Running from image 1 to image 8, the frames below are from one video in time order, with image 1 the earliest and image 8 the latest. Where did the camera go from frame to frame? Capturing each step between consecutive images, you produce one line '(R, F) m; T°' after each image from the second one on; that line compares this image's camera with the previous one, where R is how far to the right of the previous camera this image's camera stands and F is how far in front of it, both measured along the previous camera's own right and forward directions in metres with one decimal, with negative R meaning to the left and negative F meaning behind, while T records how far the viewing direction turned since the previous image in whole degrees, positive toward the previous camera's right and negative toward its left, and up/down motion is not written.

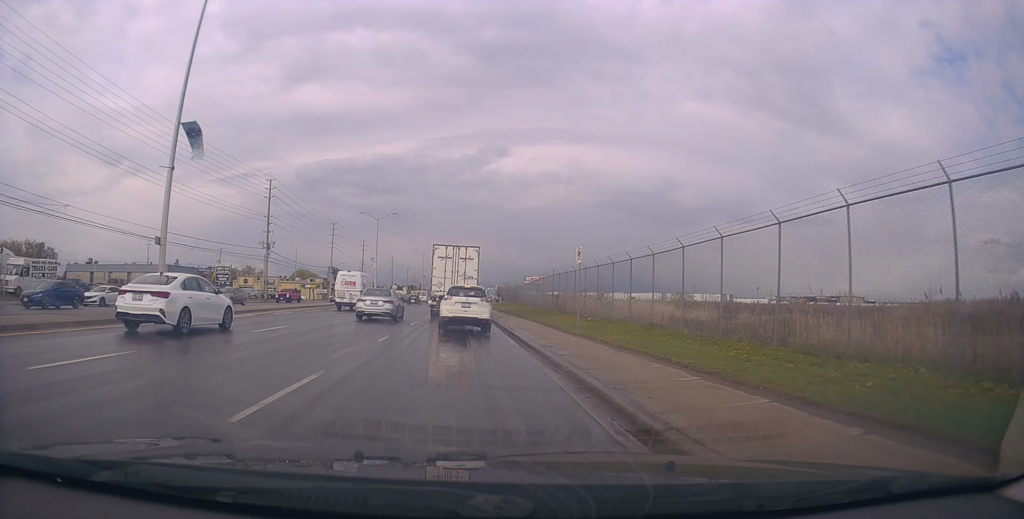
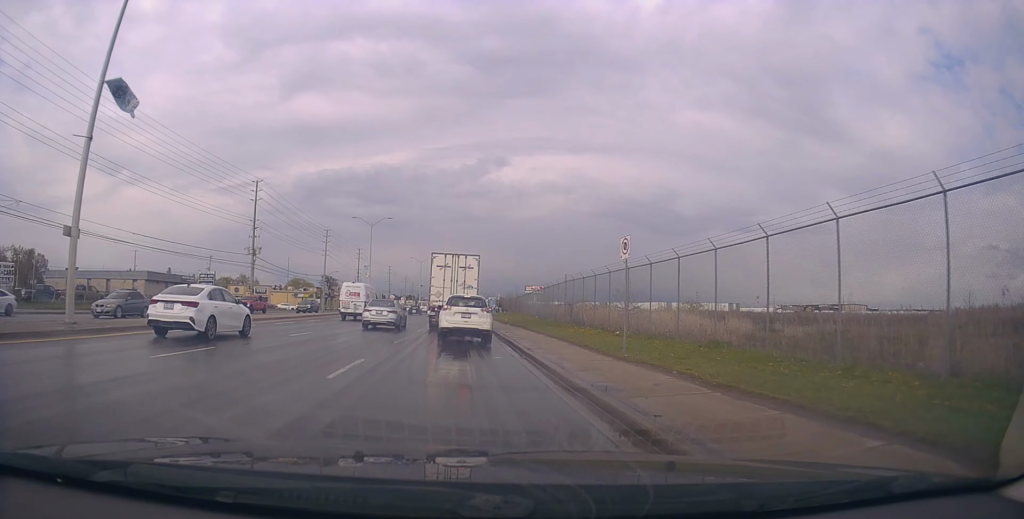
(0.0, +5.6) m; -1°
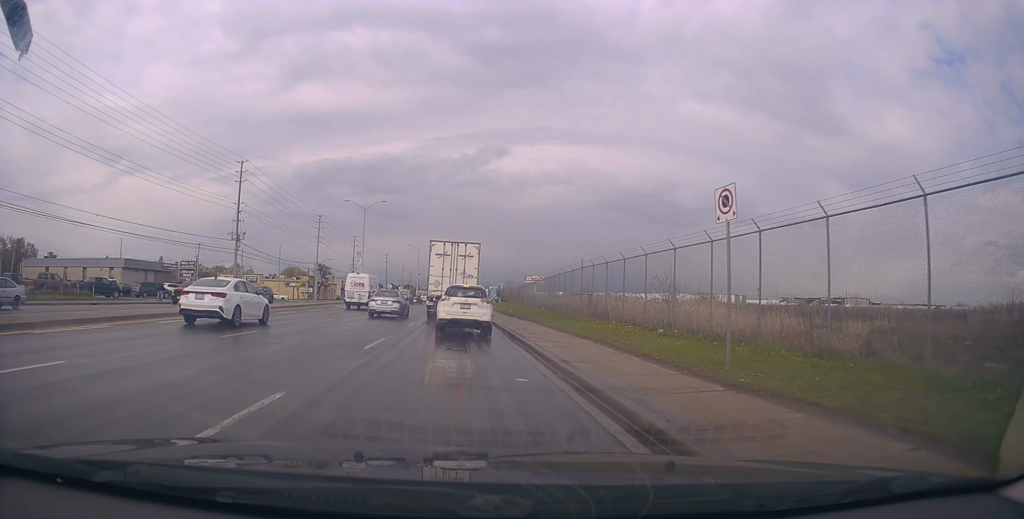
(-0.2, +5.3) m; 0°
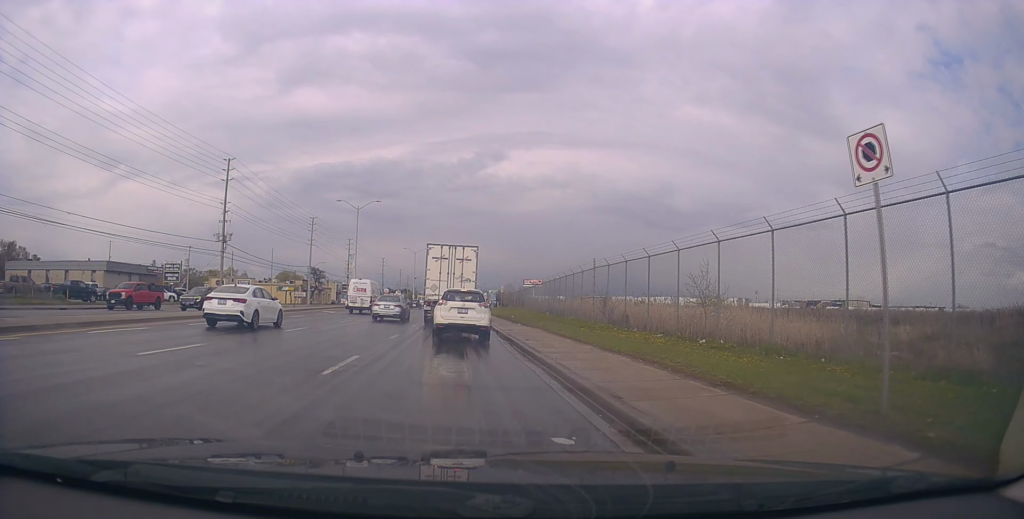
(0.0, +3.8) m; +1°
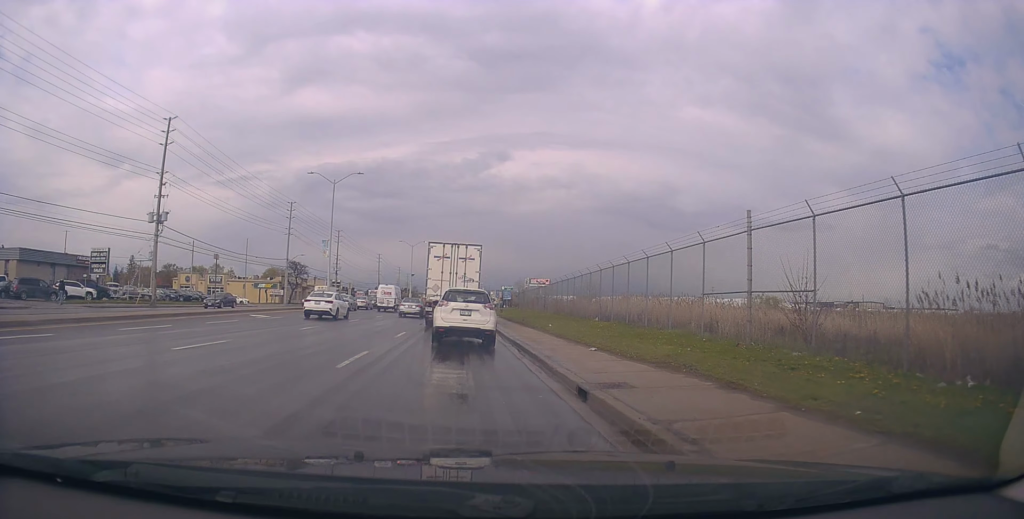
(+0.8, +16.9) m; +3°
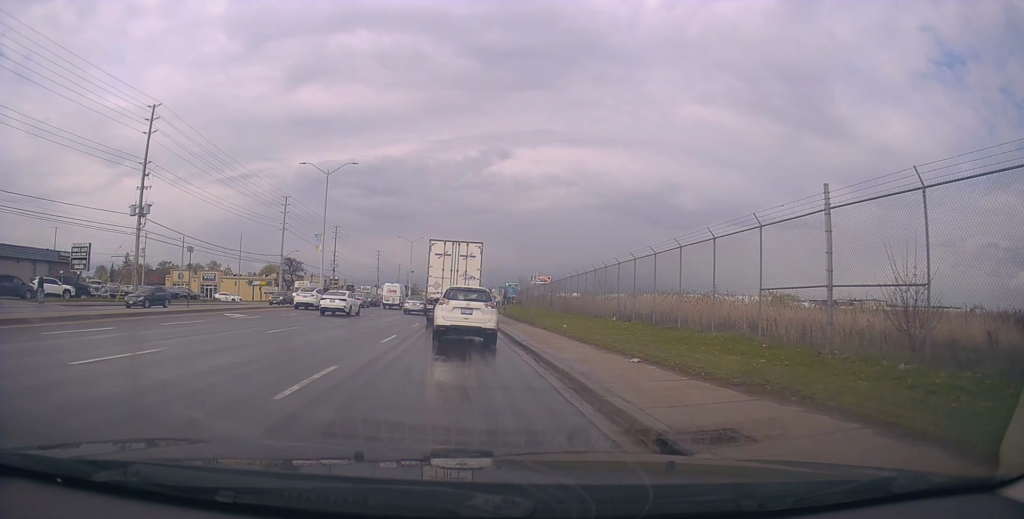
(0.0, +3.3) m; 0°
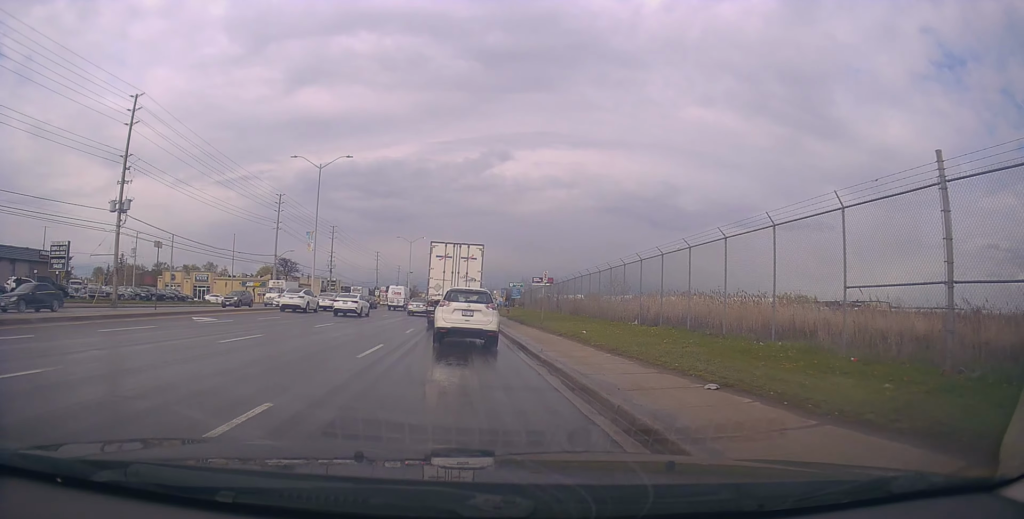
(0.0, +3.5) m; -2°
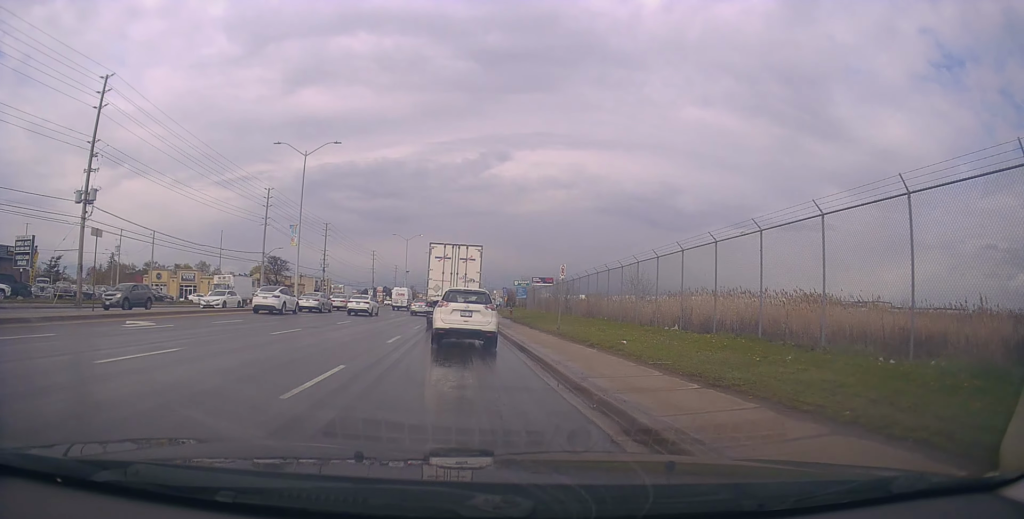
(-0.1, +4.9) m; -1°
